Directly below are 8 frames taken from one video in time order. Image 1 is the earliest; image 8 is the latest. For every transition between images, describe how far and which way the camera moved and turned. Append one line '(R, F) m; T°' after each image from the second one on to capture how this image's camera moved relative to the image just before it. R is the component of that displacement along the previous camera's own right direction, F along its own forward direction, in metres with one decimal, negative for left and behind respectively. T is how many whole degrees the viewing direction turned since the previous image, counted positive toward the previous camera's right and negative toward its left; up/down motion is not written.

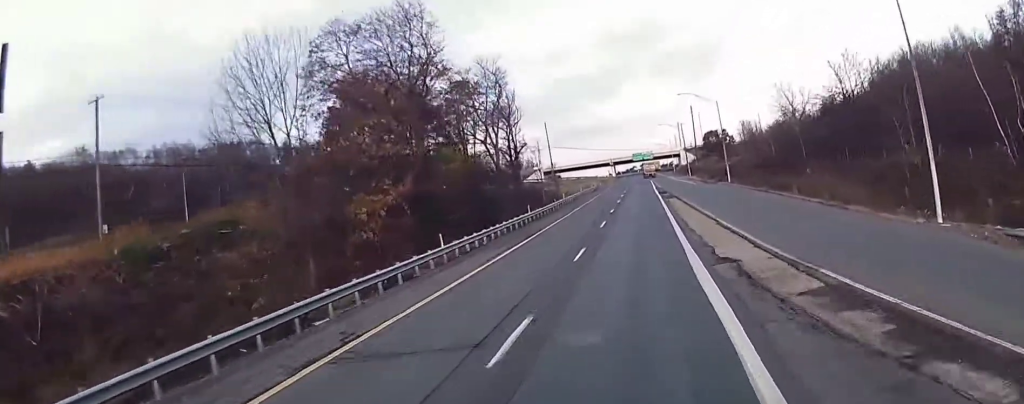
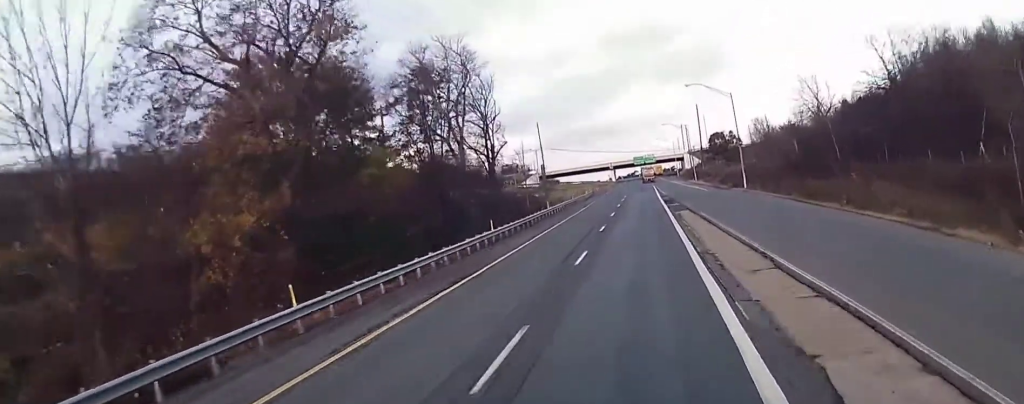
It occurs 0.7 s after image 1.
(-0.1, +13.5) m; -1°
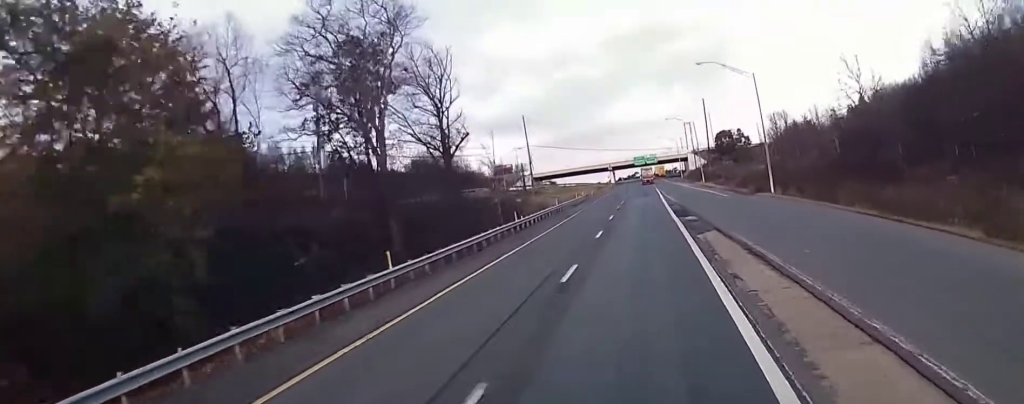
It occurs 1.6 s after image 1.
(-0.1, +16.4) m; -1°
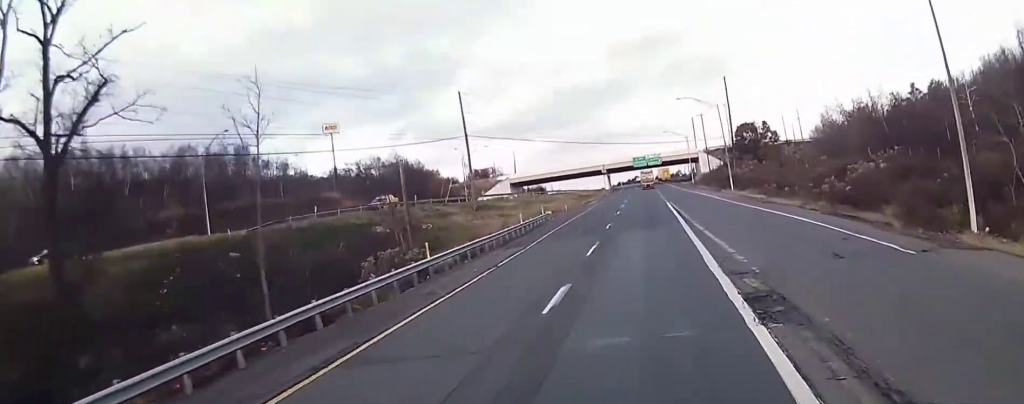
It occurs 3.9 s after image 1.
(+0.1, +40.6) m; 0°
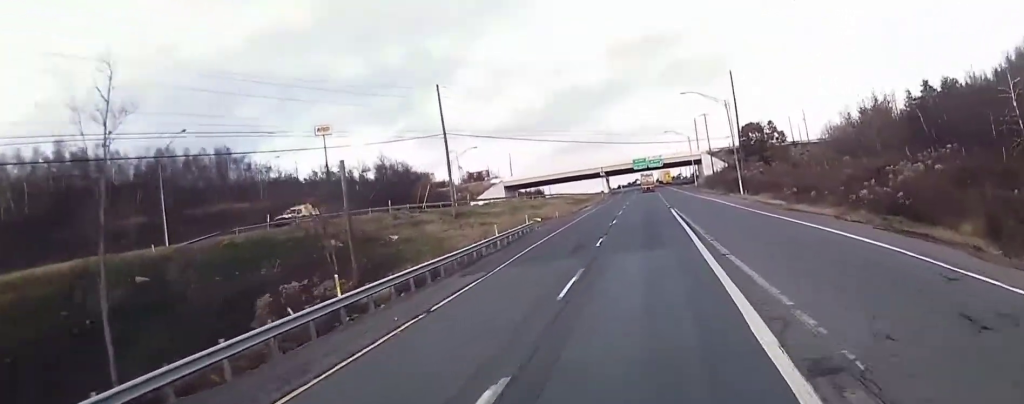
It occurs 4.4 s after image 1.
(-0.1, +8.2) m; 0°
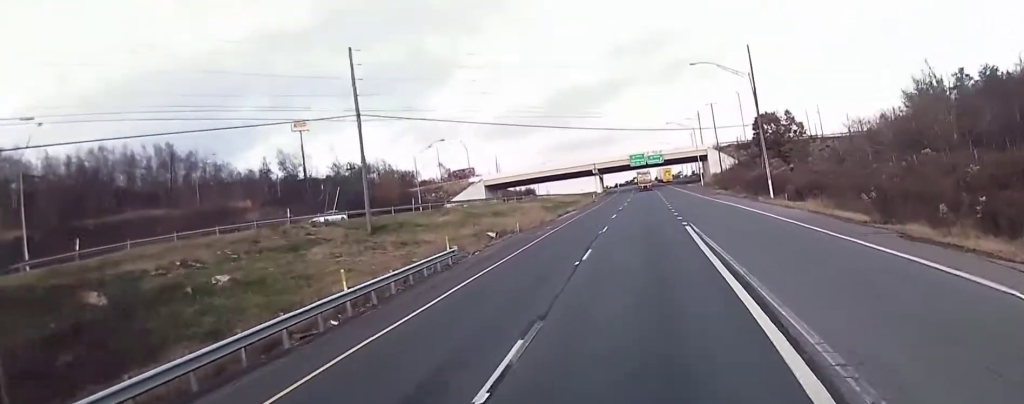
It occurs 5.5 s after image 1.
(+0.1, +20.0) m; +1°
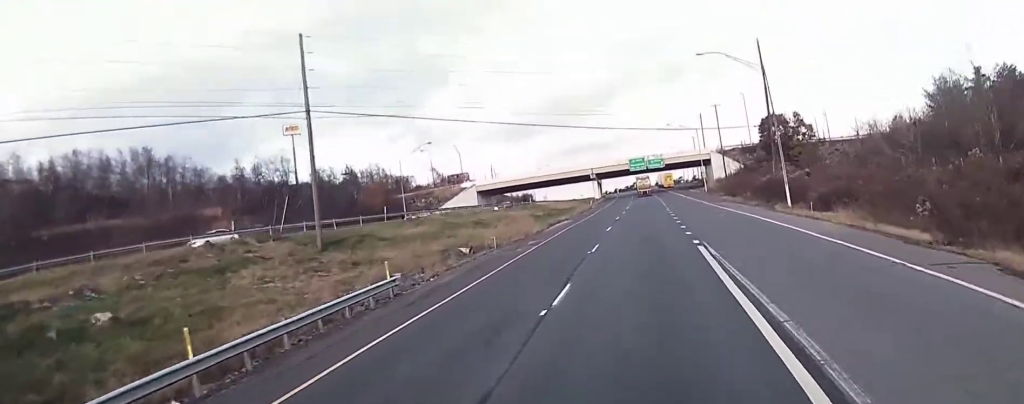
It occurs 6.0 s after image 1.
(0.0, +7.4) m; 0°
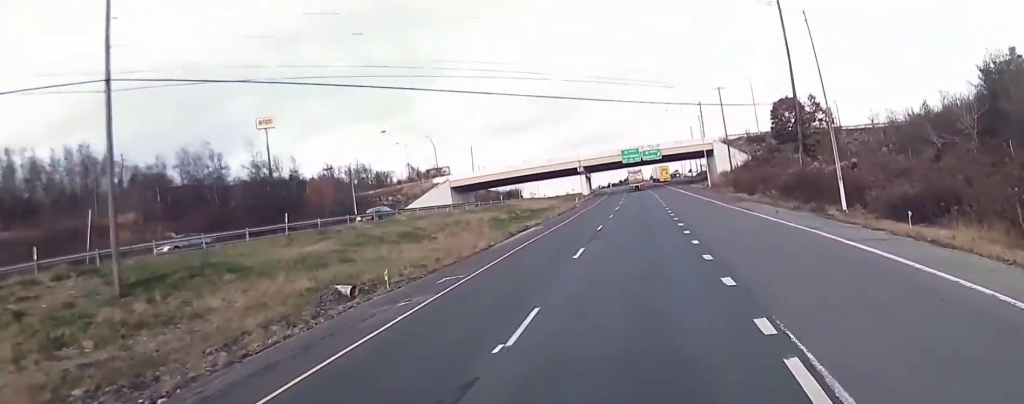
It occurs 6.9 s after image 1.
(0.0, +16.3) m; 0°
